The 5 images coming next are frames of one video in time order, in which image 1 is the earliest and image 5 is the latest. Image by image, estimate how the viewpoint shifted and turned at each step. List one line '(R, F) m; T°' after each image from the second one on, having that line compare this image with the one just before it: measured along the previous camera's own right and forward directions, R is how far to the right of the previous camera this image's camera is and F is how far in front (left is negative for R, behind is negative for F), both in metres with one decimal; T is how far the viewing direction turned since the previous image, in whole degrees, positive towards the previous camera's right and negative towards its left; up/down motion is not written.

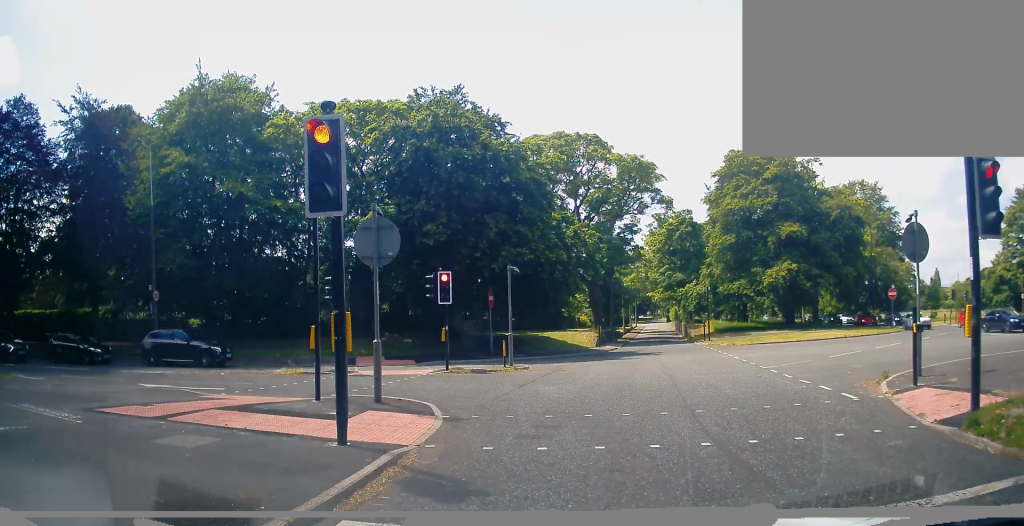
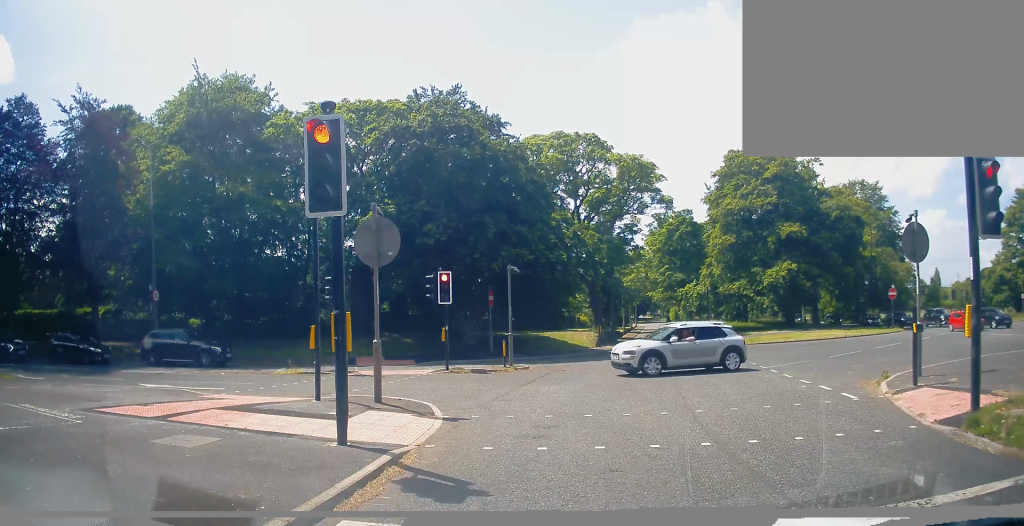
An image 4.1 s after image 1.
(0.0, 0.0) m; 0°
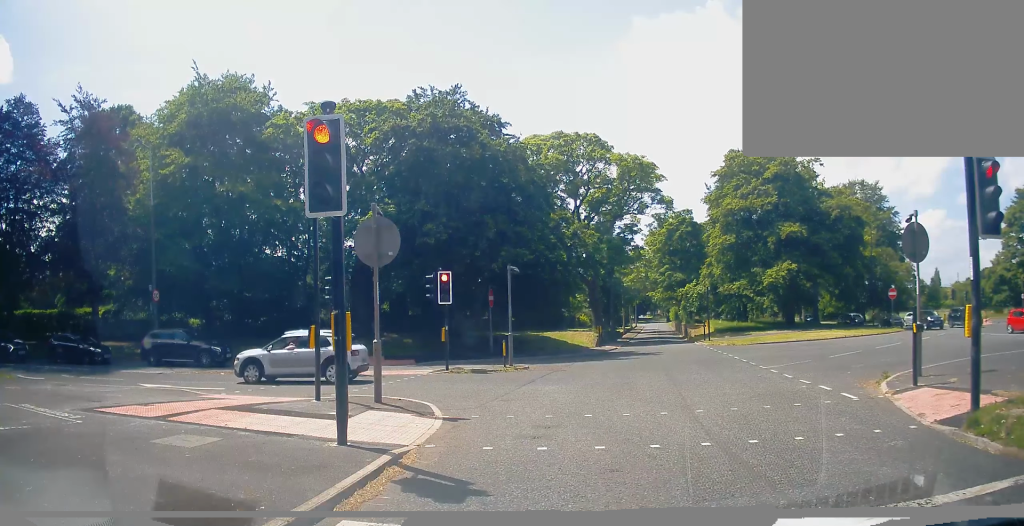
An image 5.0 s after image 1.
(0.0, 0.0) m; 0°
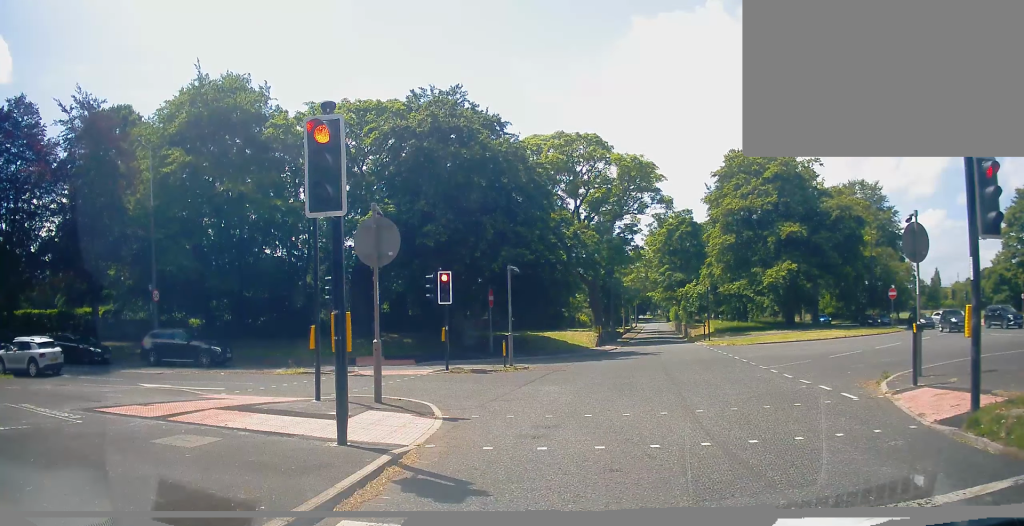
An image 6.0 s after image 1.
(0.0, 0.0) m; 0°
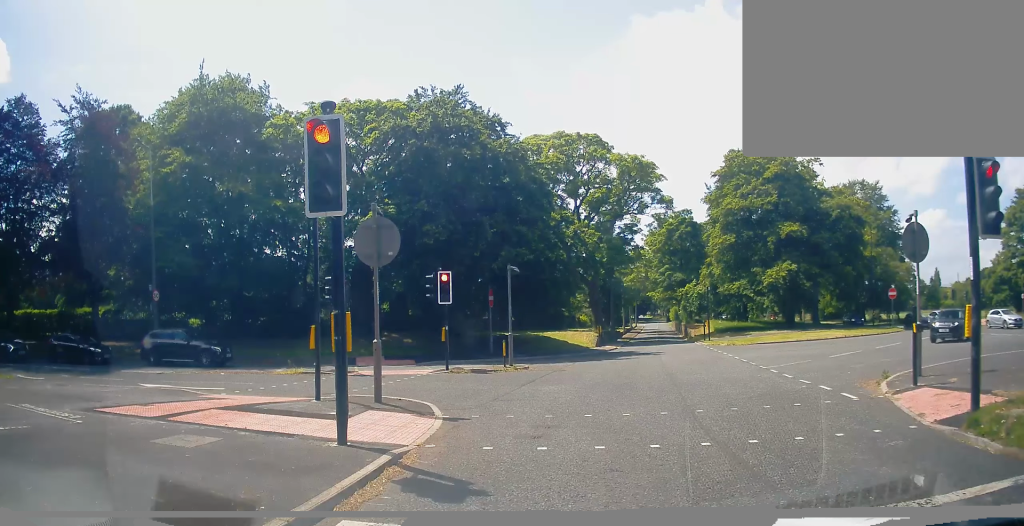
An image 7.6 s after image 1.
(0.0, 0.0) m; 0°
